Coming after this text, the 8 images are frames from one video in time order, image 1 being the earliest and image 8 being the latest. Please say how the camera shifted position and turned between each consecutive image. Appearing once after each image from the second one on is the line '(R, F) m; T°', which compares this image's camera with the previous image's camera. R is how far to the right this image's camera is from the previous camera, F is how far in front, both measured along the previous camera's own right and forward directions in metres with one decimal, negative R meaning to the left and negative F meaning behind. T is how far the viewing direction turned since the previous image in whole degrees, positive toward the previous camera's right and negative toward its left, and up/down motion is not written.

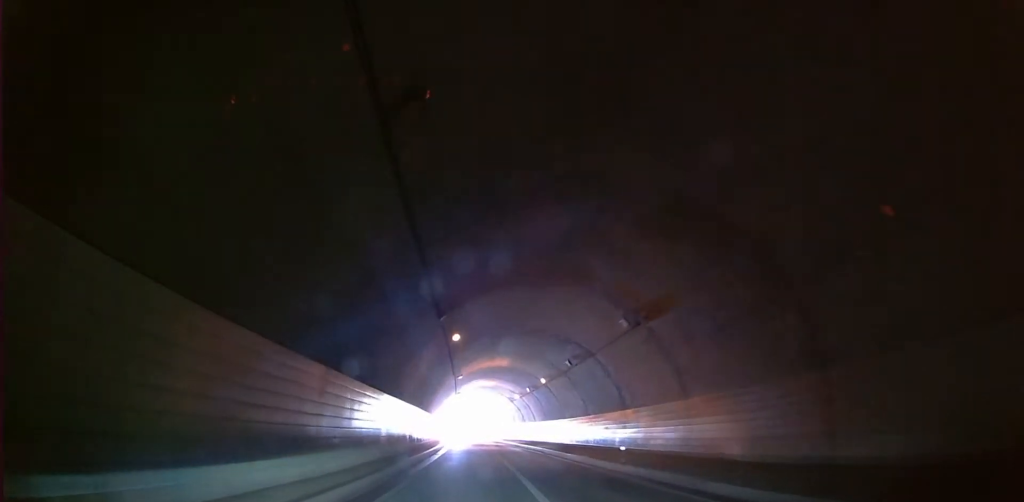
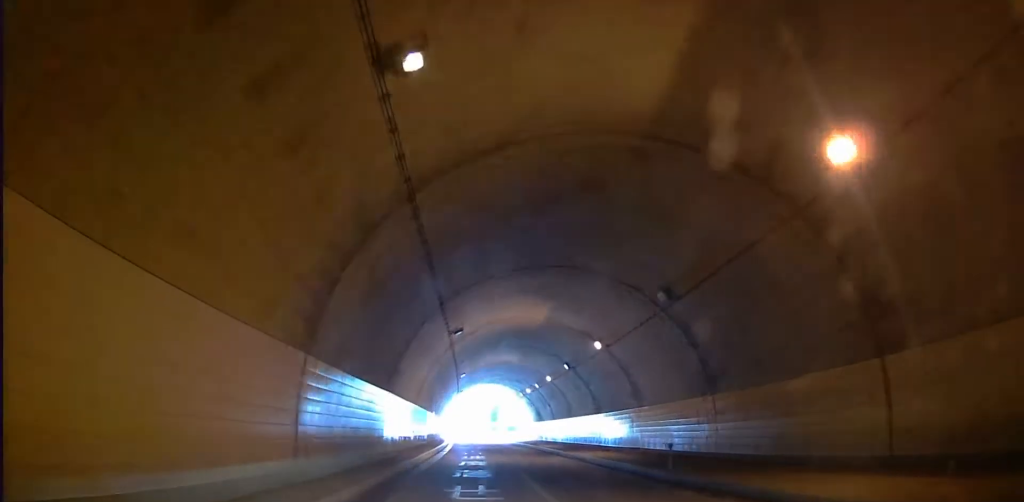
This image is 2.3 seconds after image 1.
(0.0, +65.7) m; 0°
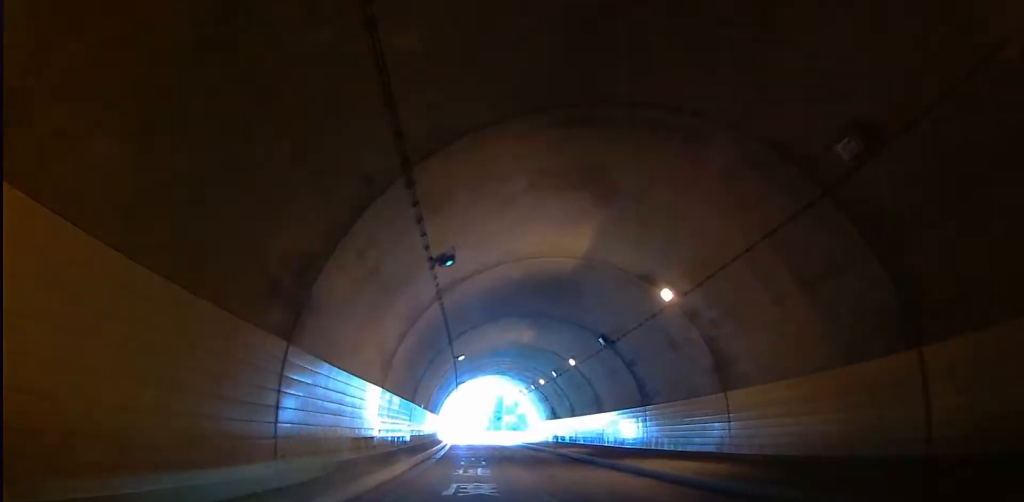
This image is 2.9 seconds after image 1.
(0.0, +17.0) m; 0°
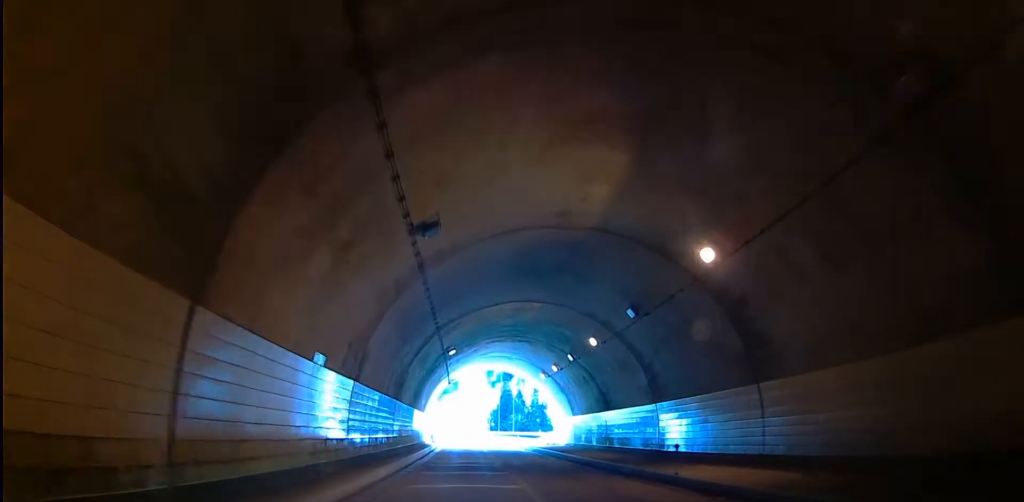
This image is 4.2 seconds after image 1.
(0.0, +34.3) m; 0°
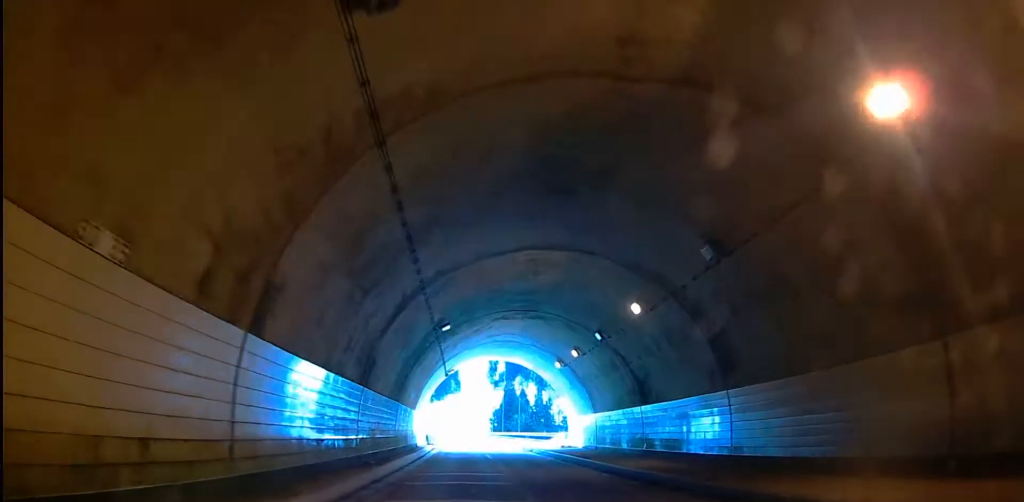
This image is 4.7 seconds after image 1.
(0.0, +11.6) m; 0°
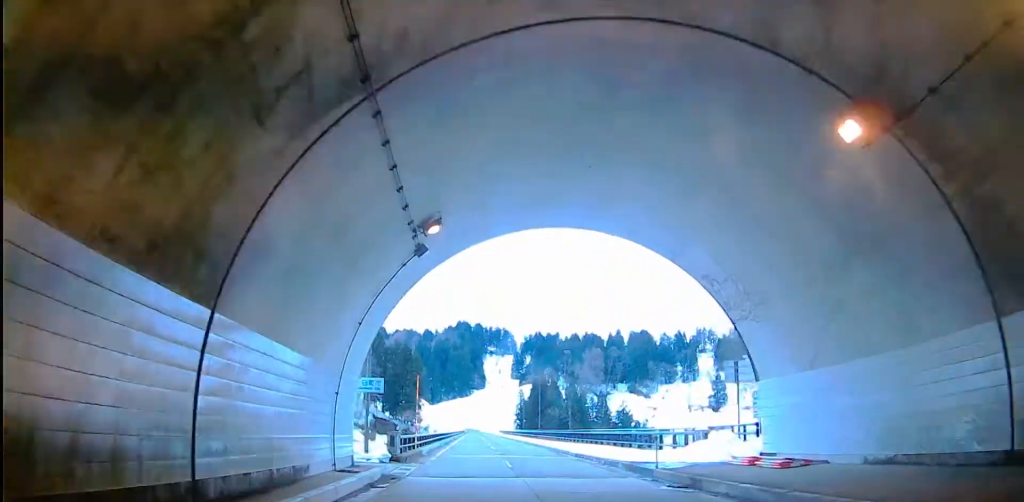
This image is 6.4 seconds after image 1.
(0.0, +43.7) m; 0°
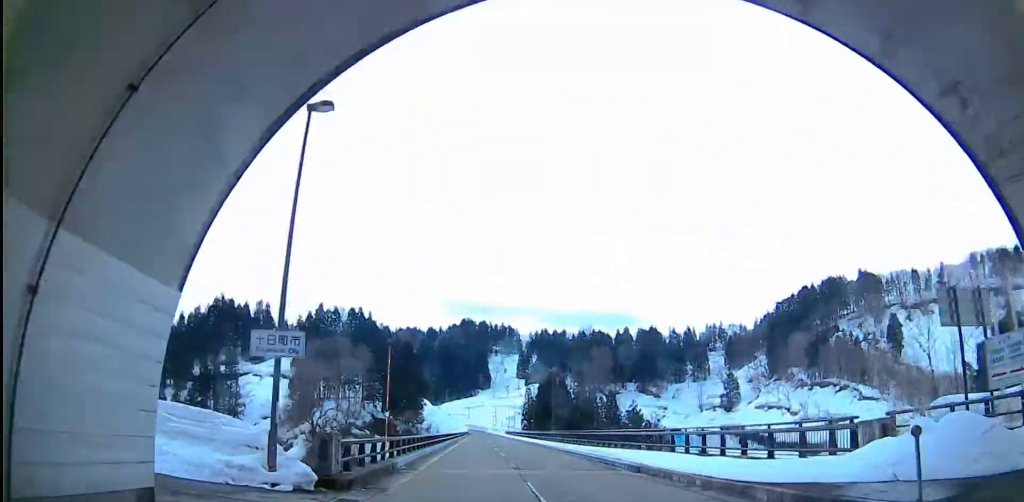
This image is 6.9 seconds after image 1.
(0.0, +14.3) m; 0°
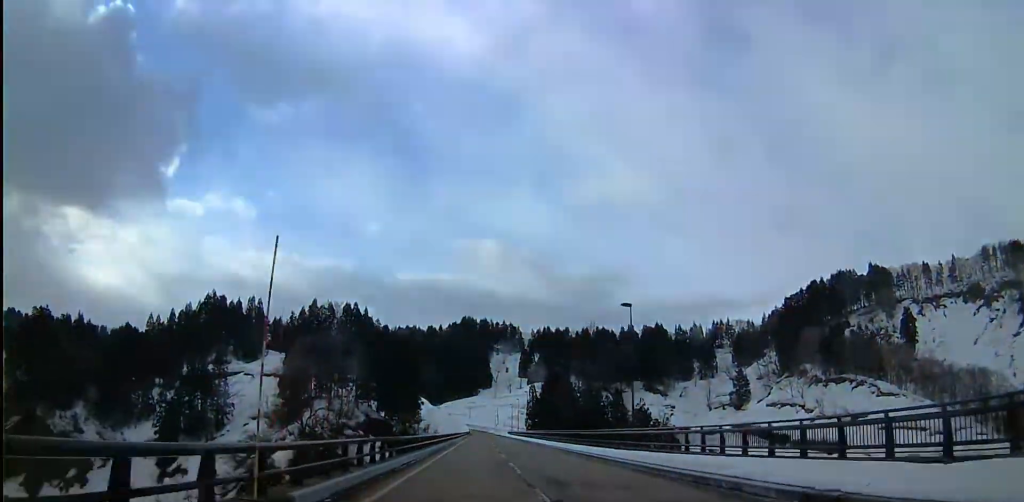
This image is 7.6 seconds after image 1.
(0.0, +15.0) m; 0°
